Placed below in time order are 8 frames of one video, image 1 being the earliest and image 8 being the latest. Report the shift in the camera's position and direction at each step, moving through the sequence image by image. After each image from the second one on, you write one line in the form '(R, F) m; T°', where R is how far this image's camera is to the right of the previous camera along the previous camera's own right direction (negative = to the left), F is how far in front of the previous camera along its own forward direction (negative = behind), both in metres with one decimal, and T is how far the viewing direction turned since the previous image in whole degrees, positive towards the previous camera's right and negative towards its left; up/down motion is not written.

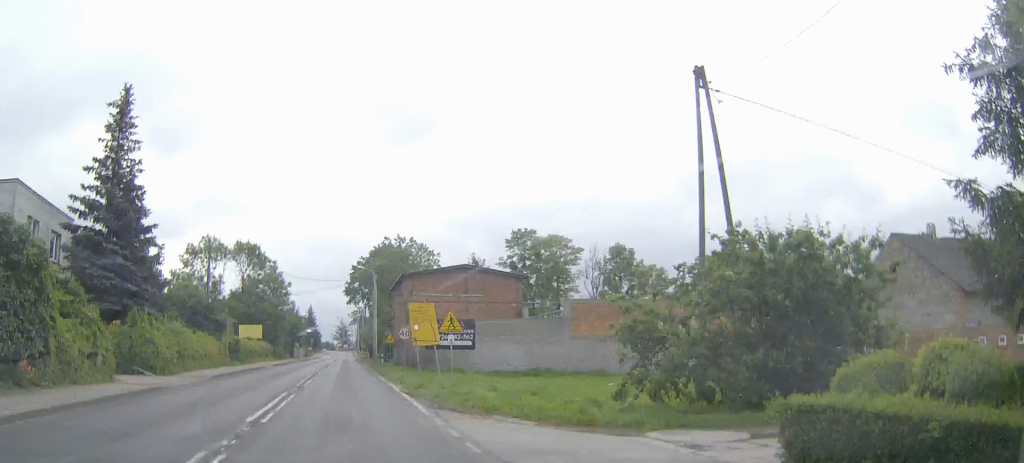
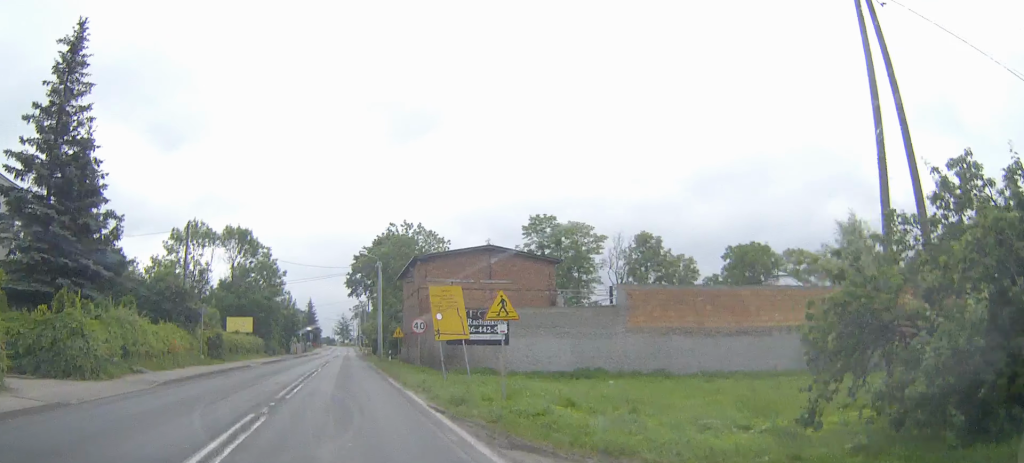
(0.0, +8.2) m; 0°
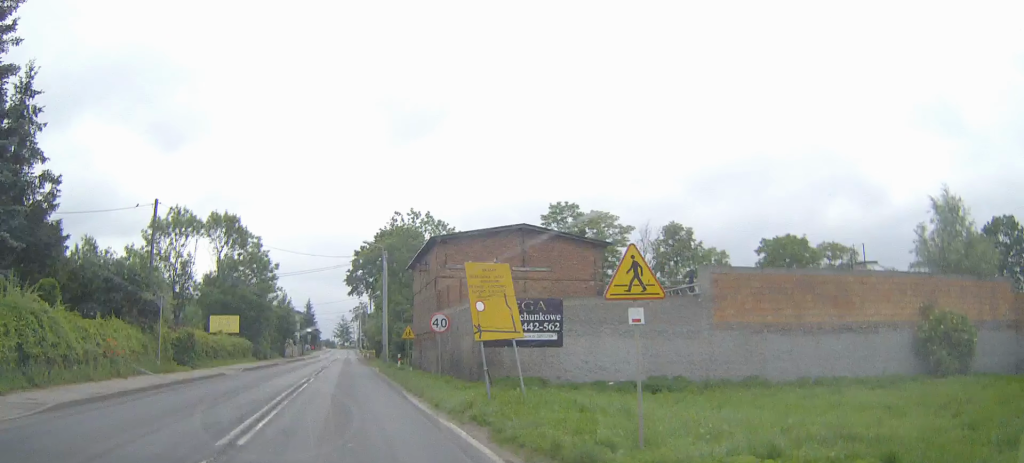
(0.0, +8.1) m; 0°
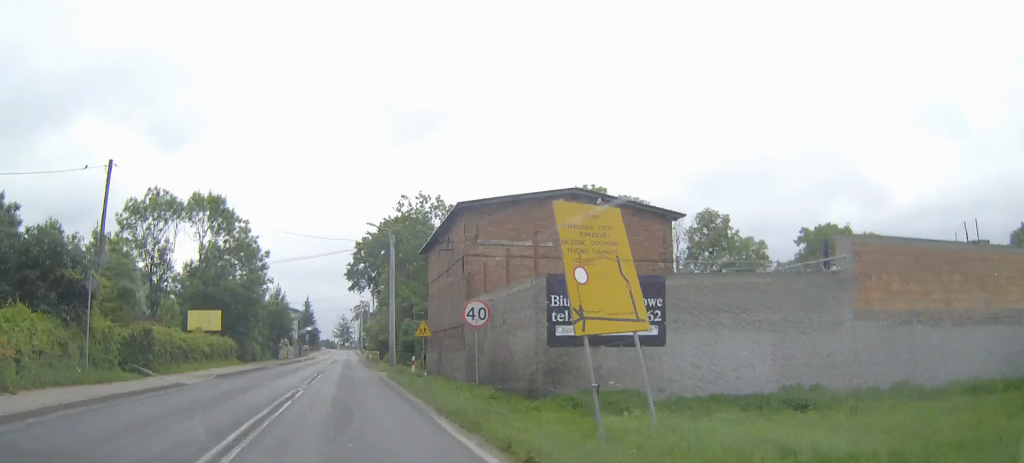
(0.0, +8.0) m; 0°
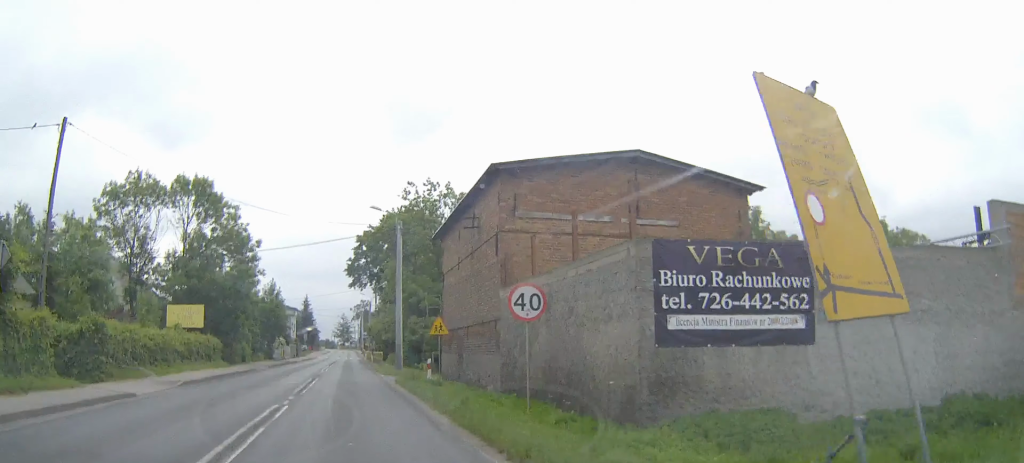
(0.0, +5.9) m; 0°
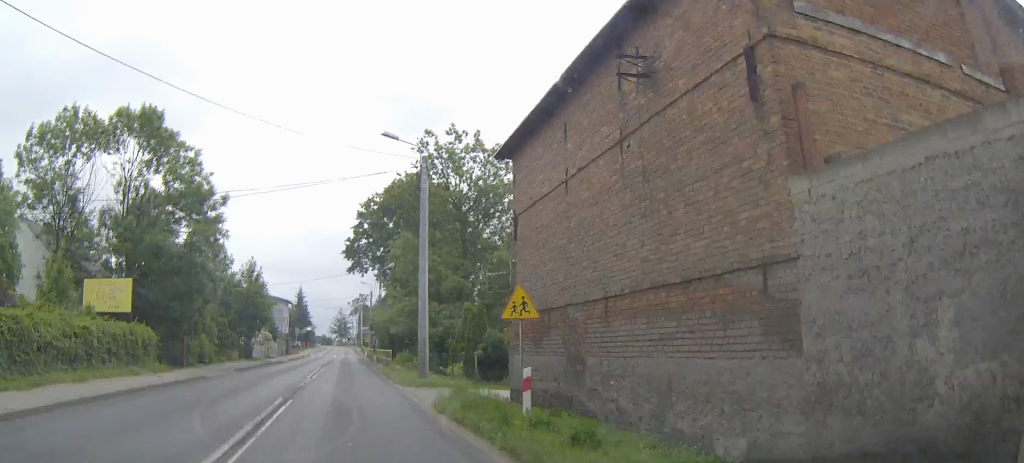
(+0.1, +13.8) m; 0°
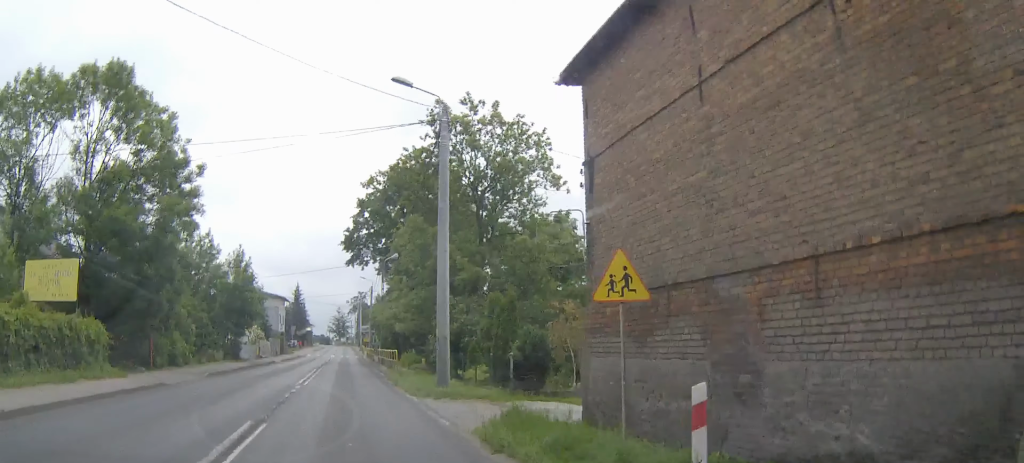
(0.0, +5.8) m; 0°
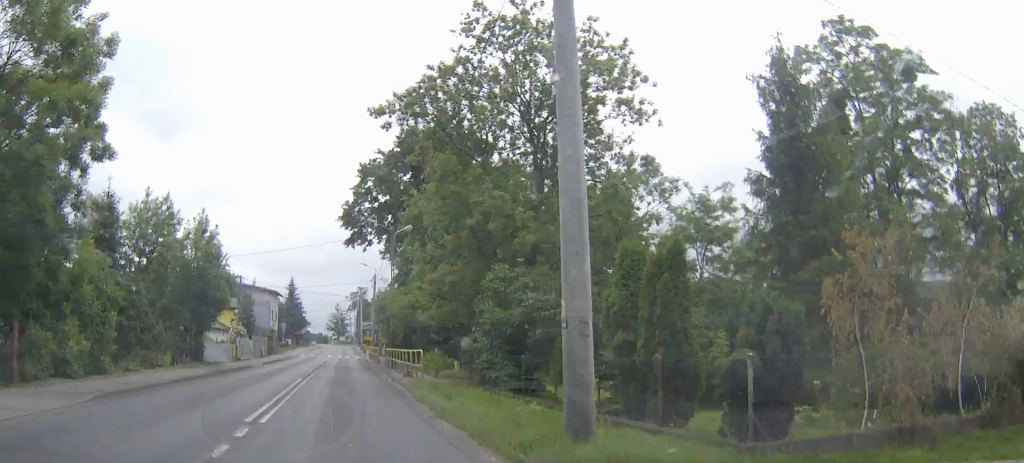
(-0.1, +12.2) m; 0°
